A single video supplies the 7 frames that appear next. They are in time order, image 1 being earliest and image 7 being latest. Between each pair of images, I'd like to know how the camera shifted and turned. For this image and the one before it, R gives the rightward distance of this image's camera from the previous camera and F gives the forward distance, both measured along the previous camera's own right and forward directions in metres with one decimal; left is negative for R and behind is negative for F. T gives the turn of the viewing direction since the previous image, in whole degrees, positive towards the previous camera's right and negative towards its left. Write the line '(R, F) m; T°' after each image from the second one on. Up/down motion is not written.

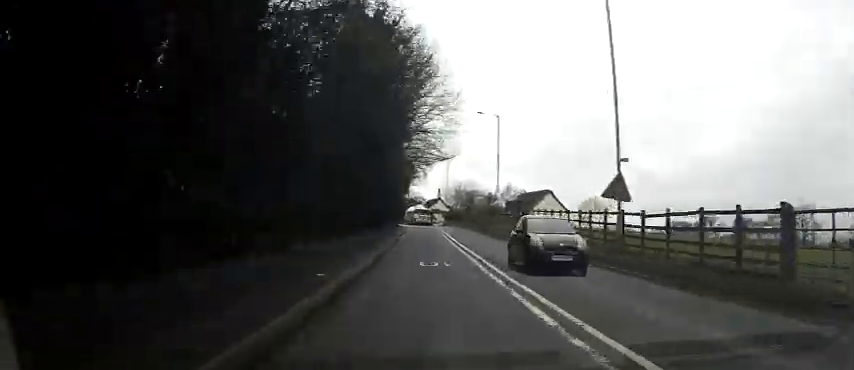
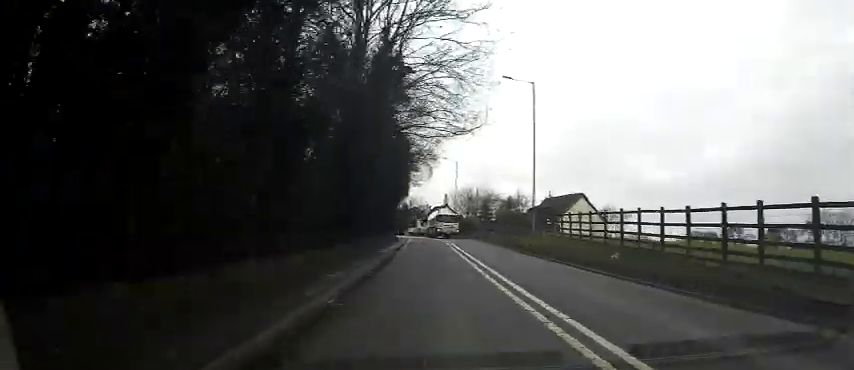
(-0.1, +14.2) m; -1°
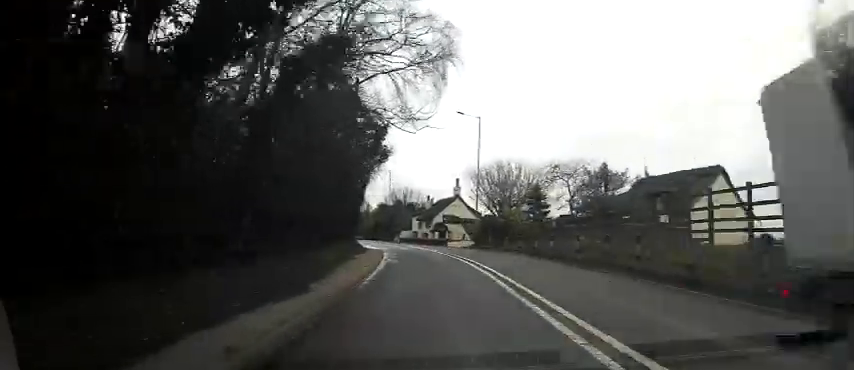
(-0.3, +30.5) m; +3°
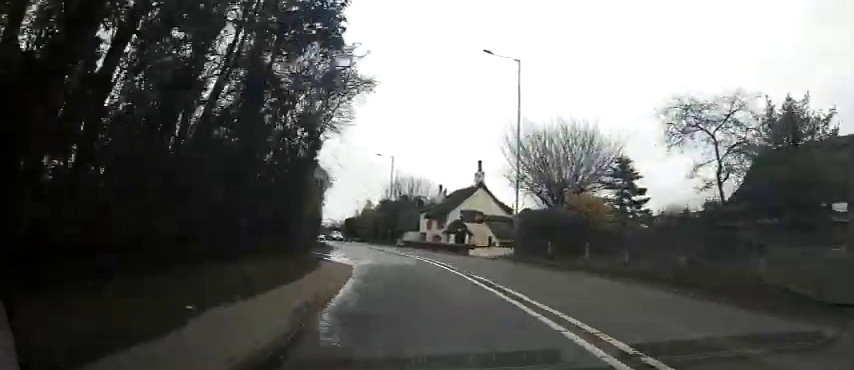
(+1.0, +15.2) m; +1°
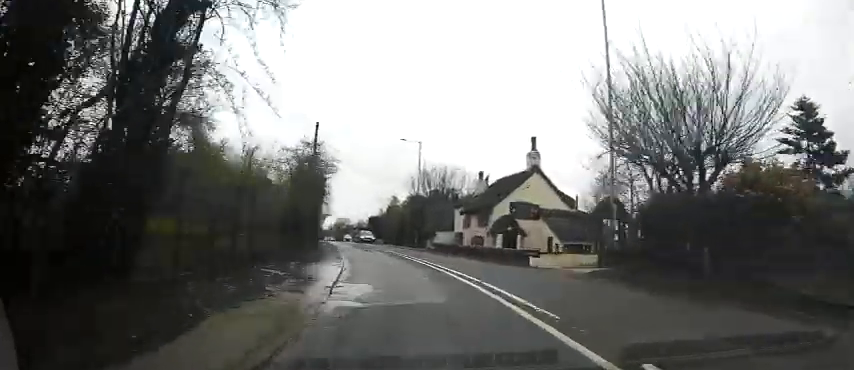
(+1.9, +10.0) m; -11°
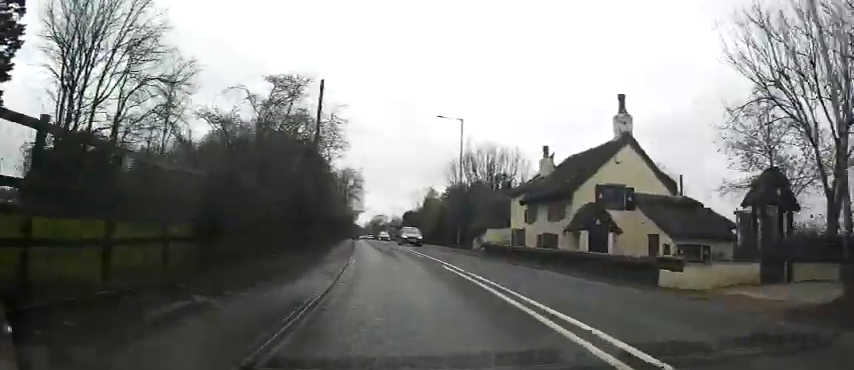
(-3.9, +8.7) m; -10°
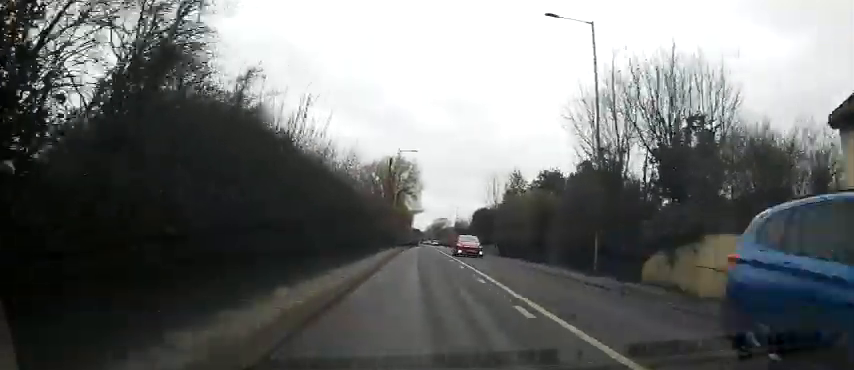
(+0.2, +21.5) m; +3°
